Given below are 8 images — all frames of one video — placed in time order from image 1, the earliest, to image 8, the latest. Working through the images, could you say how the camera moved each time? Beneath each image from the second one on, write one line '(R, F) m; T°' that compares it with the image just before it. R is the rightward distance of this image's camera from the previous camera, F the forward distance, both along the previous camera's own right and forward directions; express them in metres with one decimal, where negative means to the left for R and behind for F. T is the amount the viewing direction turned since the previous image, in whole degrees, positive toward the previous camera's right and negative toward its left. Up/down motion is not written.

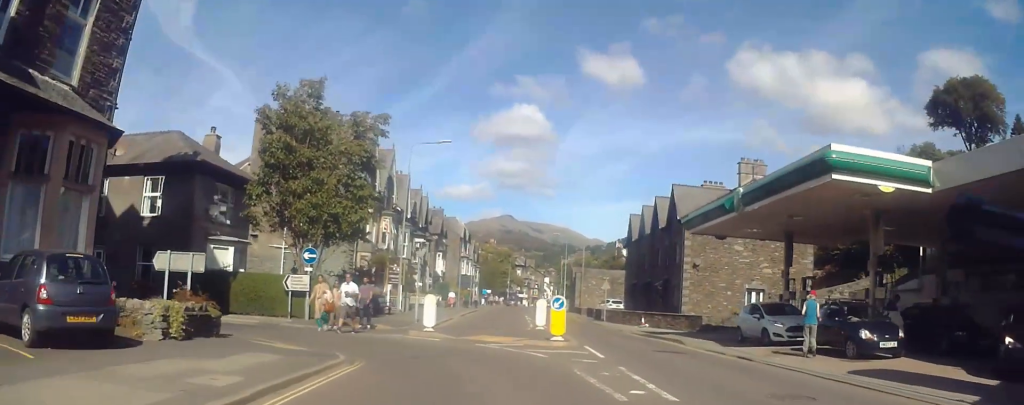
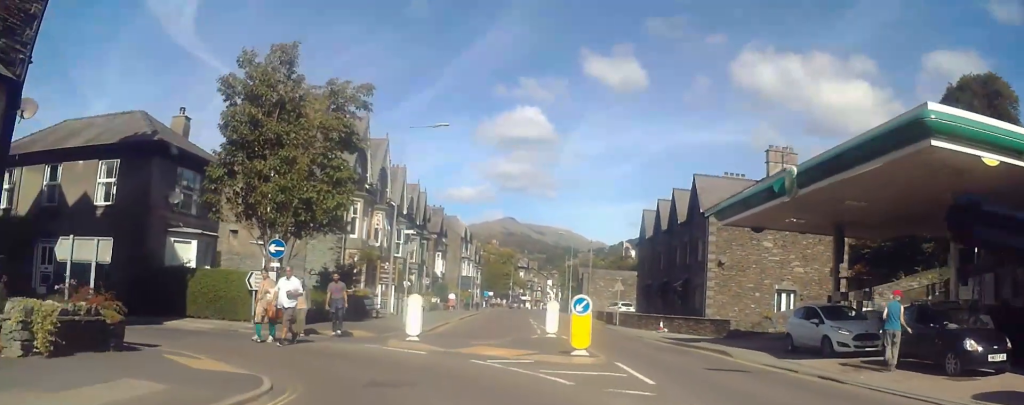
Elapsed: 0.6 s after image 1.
(+0.1, +5.2) m; +1°
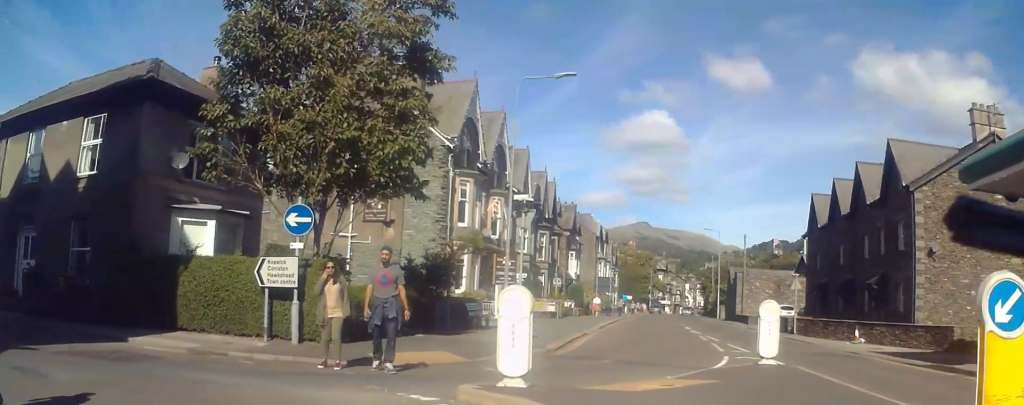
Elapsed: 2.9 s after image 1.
(+0.2, +10.2) m; +2°
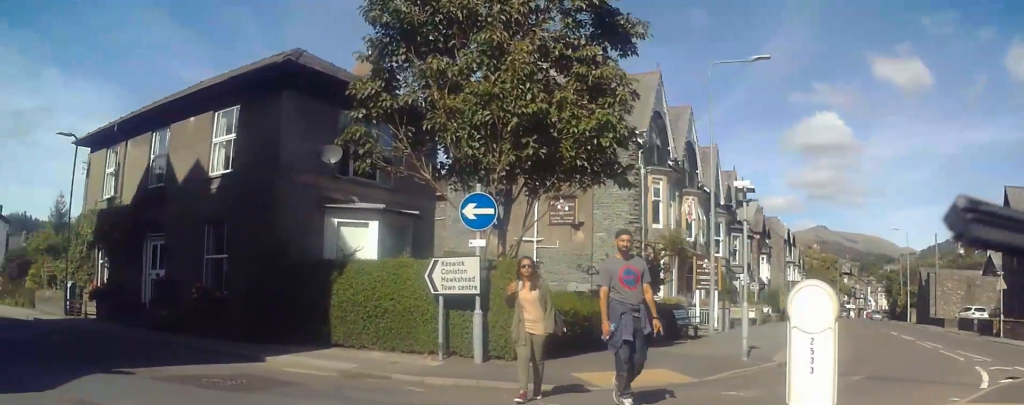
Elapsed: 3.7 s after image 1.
(+0.1, +2.1) m; -5°
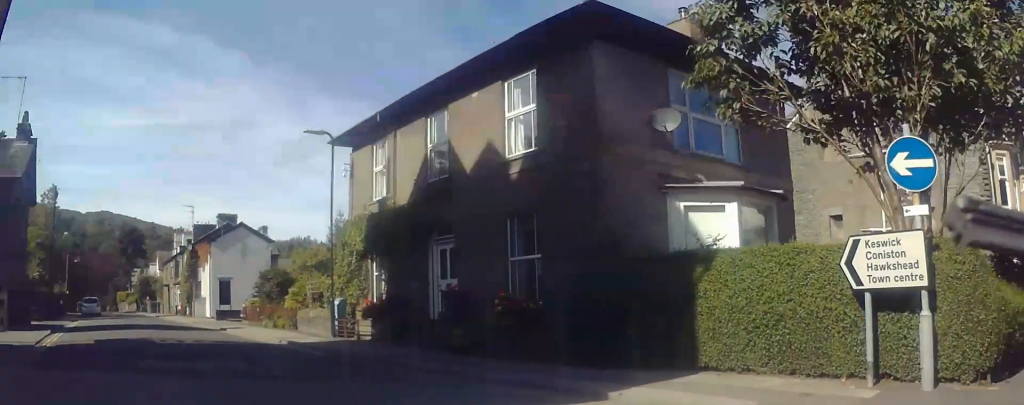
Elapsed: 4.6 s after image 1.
(-0.2, +2.6) m; -83°
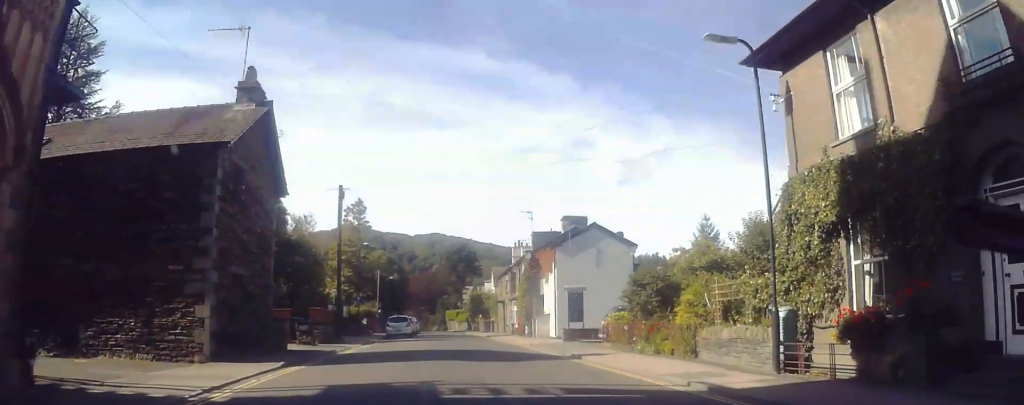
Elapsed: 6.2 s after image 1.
(-2.4, +7.9) m; -1°
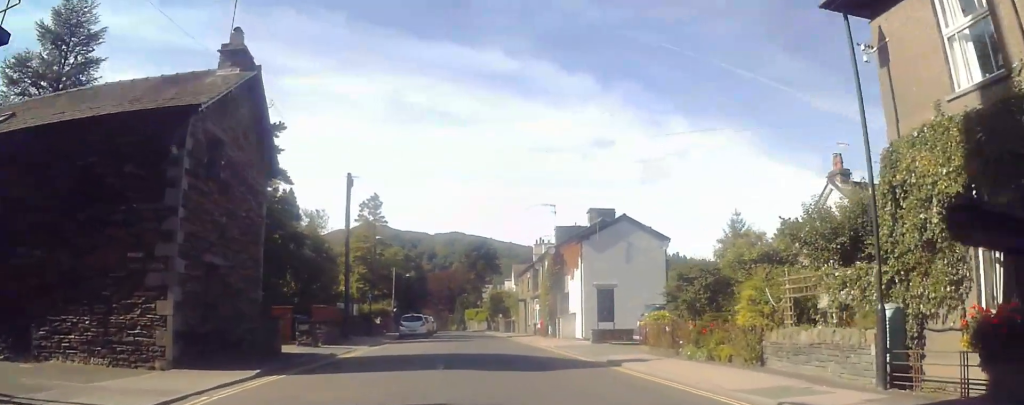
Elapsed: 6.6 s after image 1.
(+0.3, +2.4) m; +8°
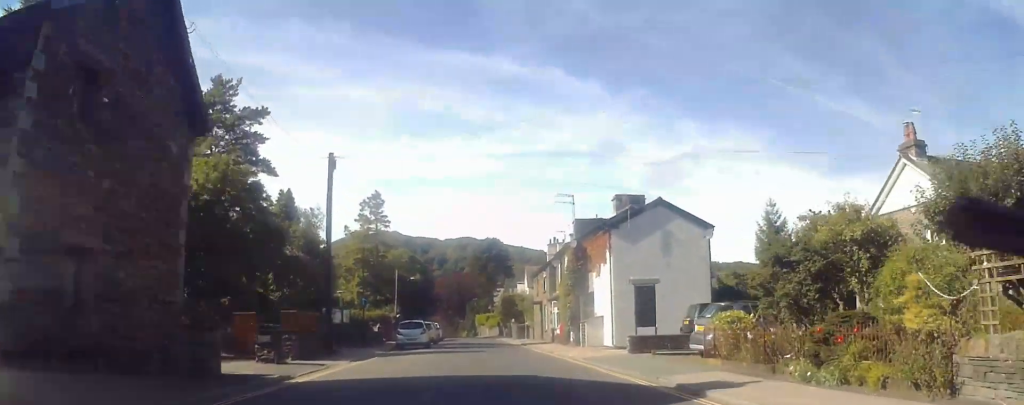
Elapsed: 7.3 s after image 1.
(+0.3, +5.2) m; -1°
